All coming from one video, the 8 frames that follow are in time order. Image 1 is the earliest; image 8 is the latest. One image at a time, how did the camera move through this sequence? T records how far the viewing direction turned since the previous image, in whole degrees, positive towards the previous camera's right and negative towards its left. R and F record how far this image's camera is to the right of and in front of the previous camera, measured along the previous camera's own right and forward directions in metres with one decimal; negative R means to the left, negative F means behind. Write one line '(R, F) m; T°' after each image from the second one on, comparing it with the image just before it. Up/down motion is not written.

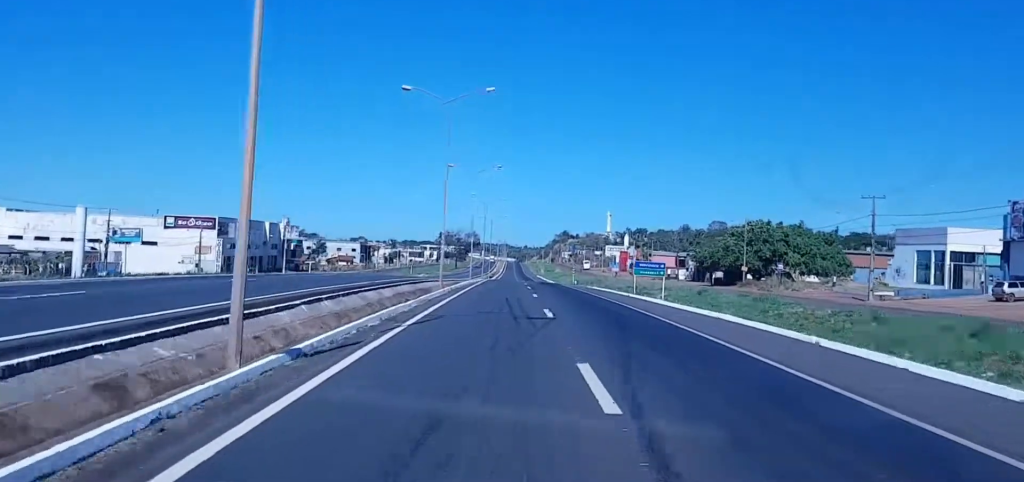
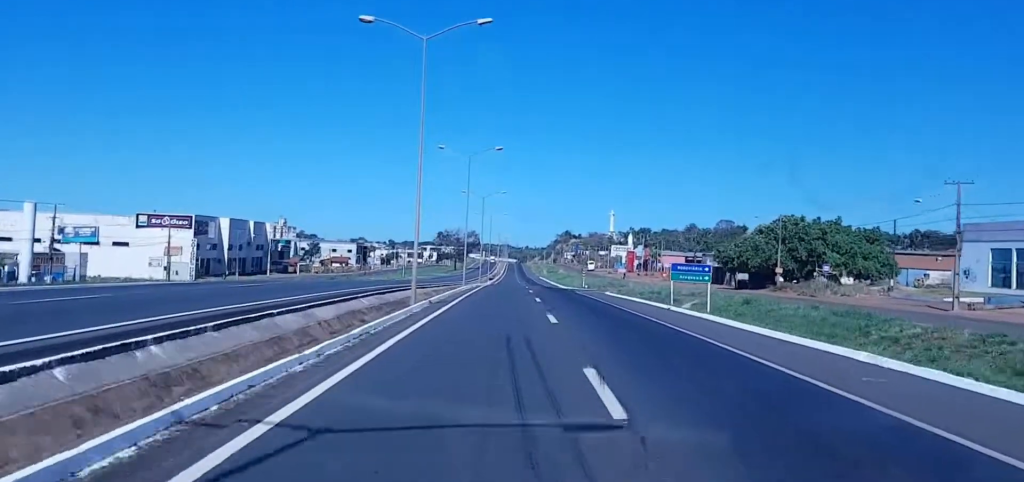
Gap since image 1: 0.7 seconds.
(+0.1, +15.7) m; -2°
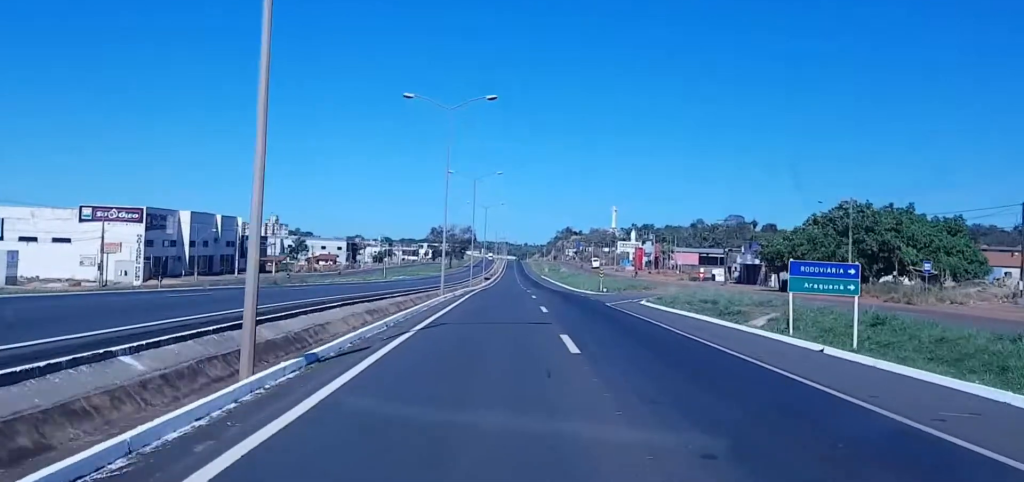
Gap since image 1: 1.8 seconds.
(-0.7, +23.8) m; -1°
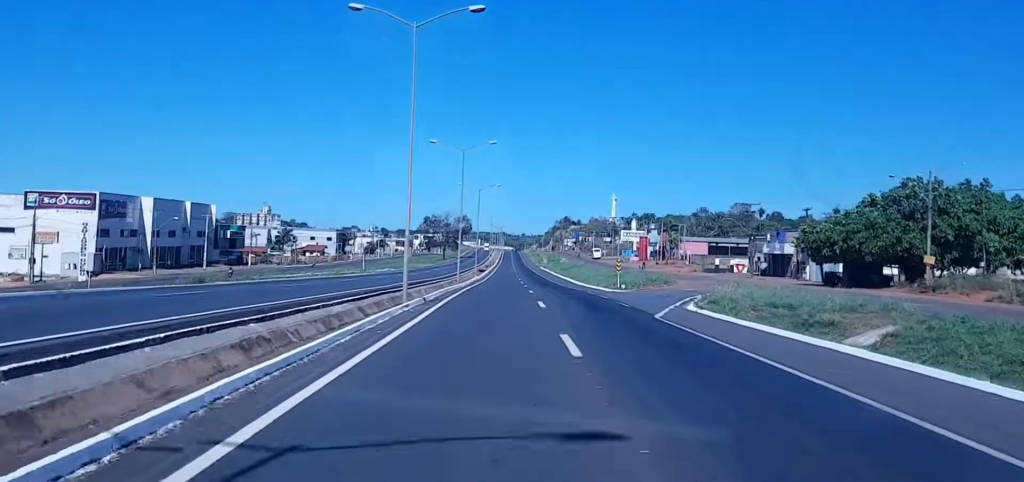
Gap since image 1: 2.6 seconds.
(+0.3, +17.4) m; +1°
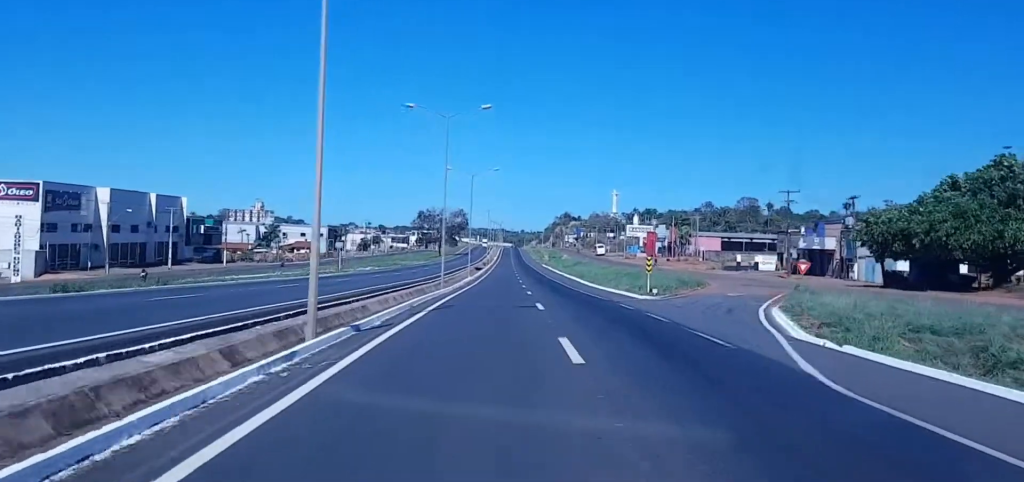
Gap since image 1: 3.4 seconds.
(+0.1, +16.8) m; +1°
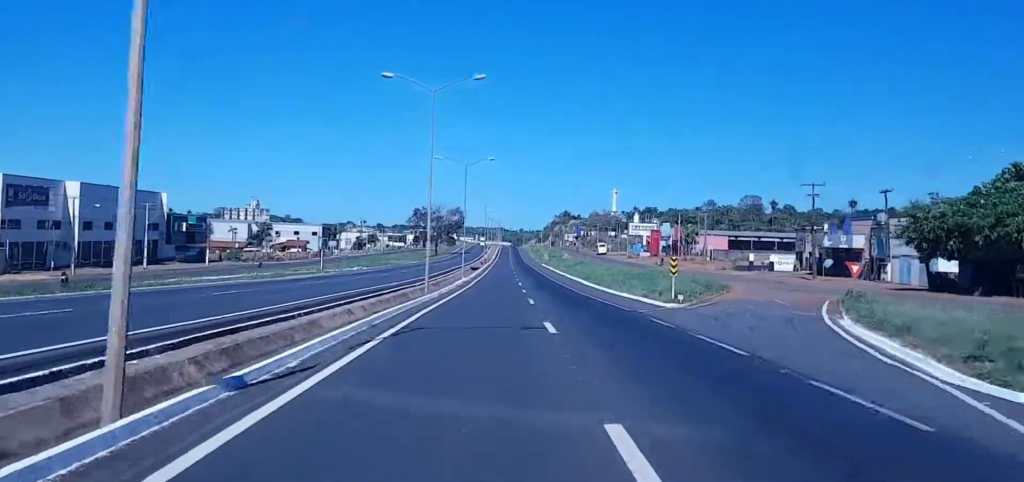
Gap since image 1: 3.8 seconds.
(-0.1, +9.6) m; 0°
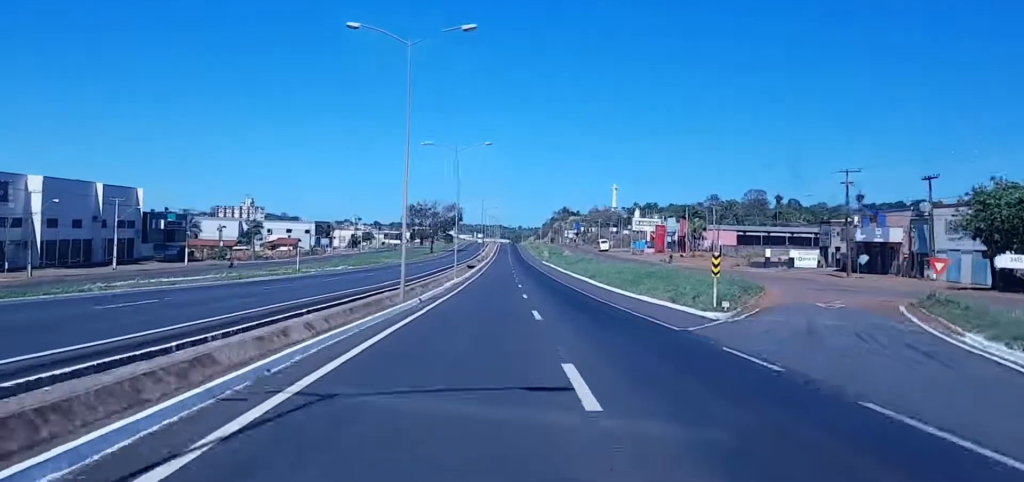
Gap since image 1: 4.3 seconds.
(+0.2, +10.4) m; 0°
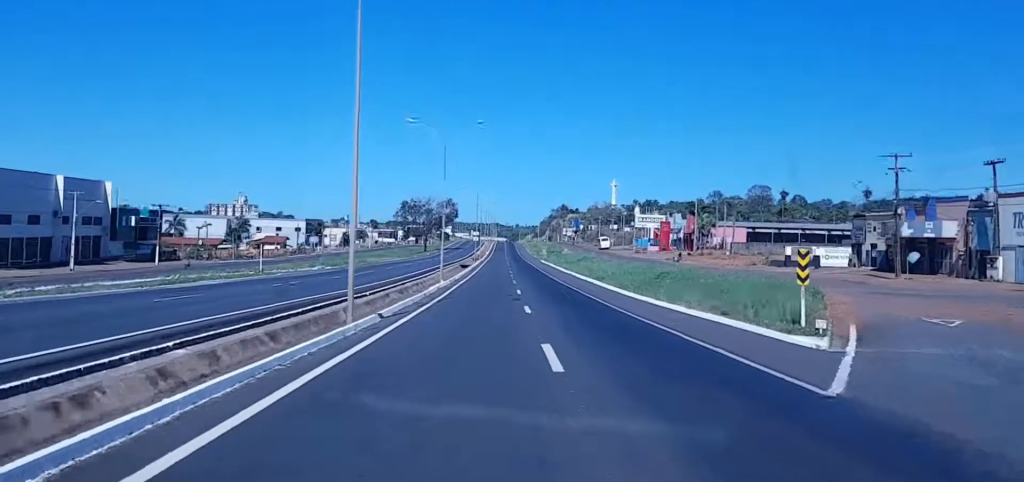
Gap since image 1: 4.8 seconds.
(+0.2, +11.9) m; 0°
